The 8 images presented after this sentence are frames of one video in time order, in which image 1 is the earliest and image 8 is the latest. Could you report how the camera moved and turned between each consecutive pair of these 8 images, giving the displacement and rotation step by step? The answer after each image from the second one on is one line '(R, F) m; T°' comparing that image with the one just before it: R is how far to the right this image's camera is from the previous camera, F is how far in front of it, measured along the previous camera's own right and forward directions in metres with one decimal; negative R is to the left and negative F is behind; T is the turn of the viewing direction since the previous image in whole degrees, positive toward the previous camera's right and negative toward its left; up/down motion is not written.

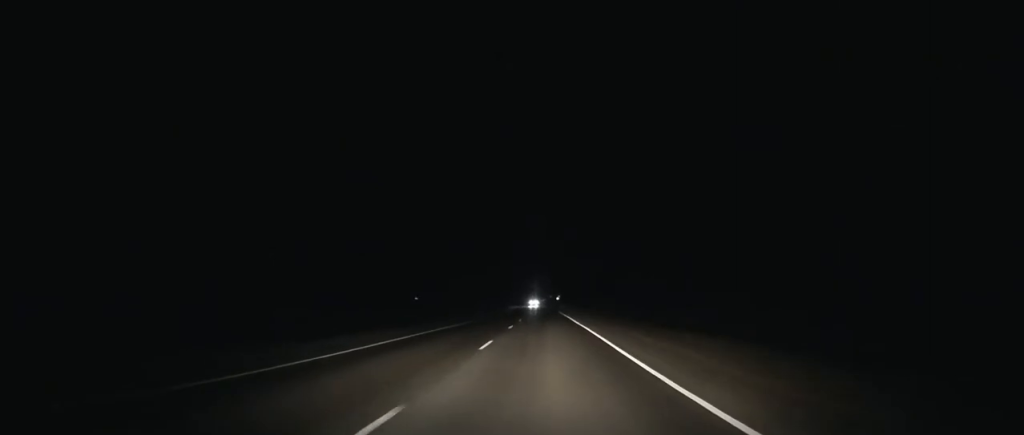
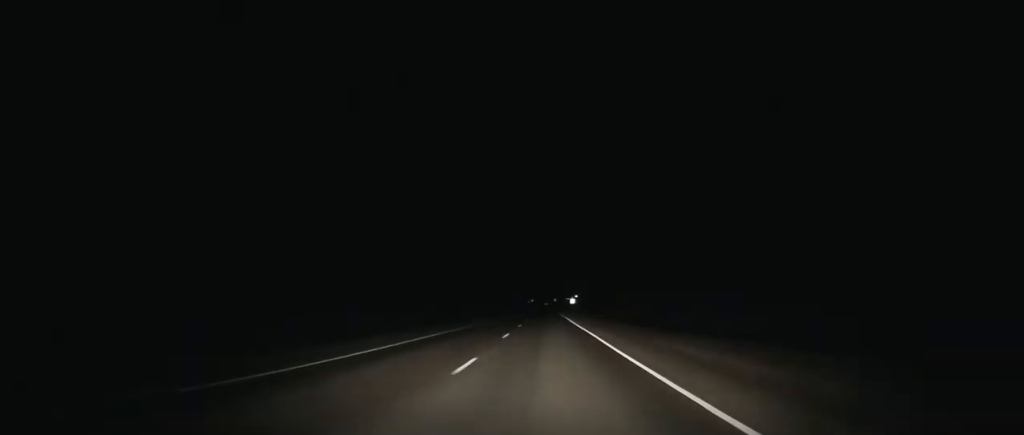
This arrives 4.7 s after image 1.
(+0.2, +143.1) m; 0°
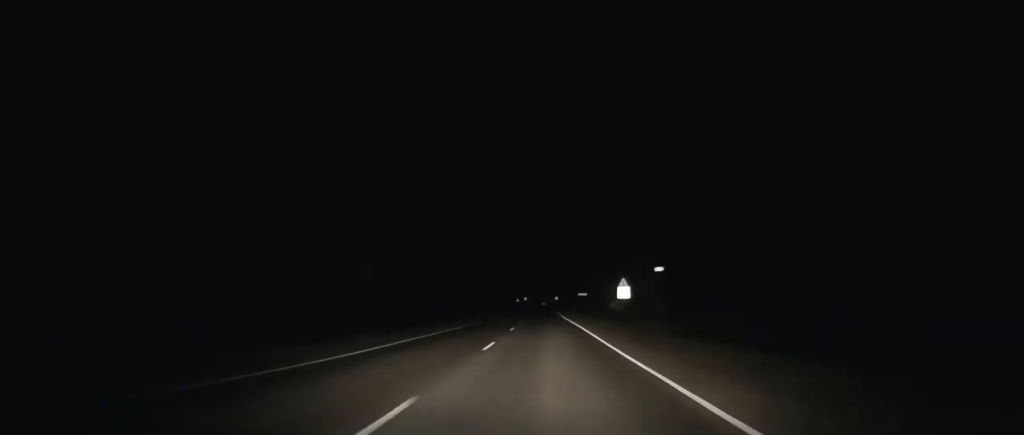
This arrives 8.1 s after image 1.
(0.0, +102.3) m; 0°
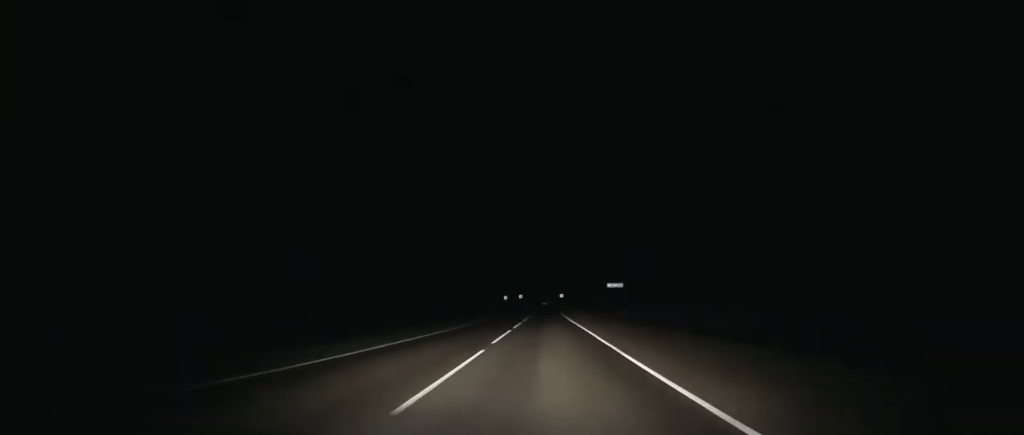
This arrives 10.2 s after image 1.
(-0.2, +61.7) m; 0°
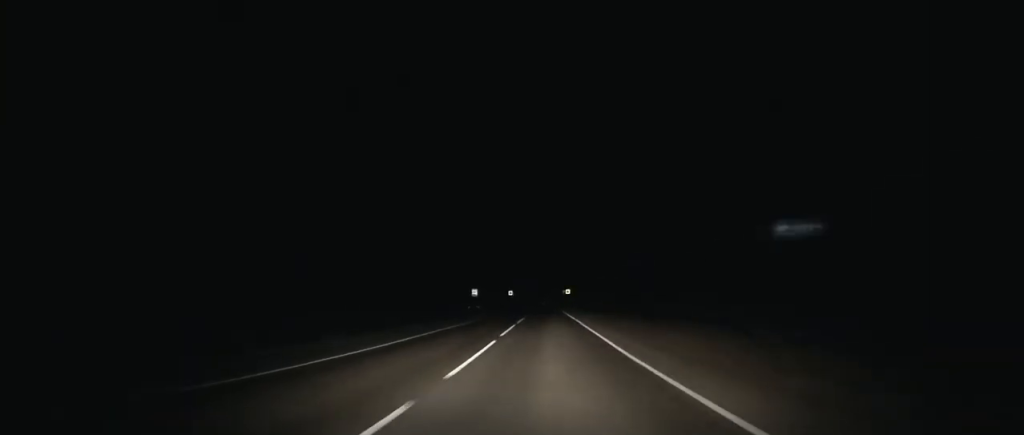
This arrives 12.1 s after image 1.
(-0.1, +55.3) m; 0°
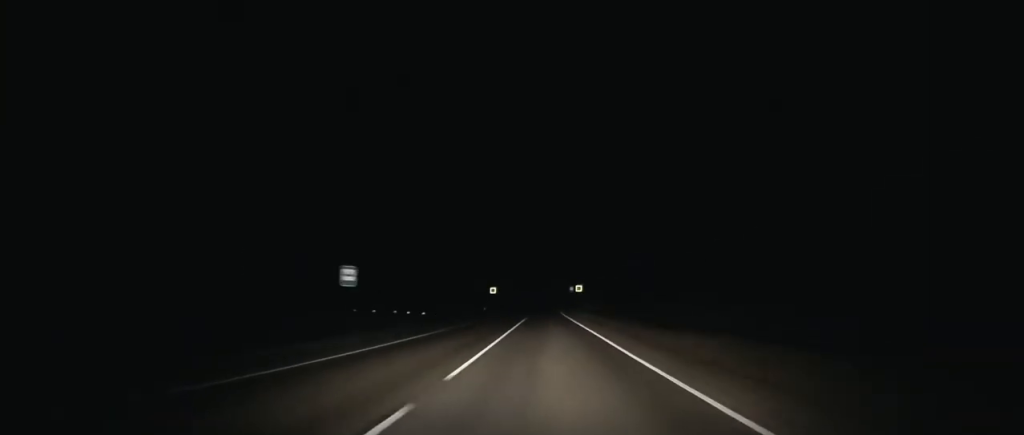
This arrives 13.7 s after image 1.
(+0.4, +46.2) m; 0°
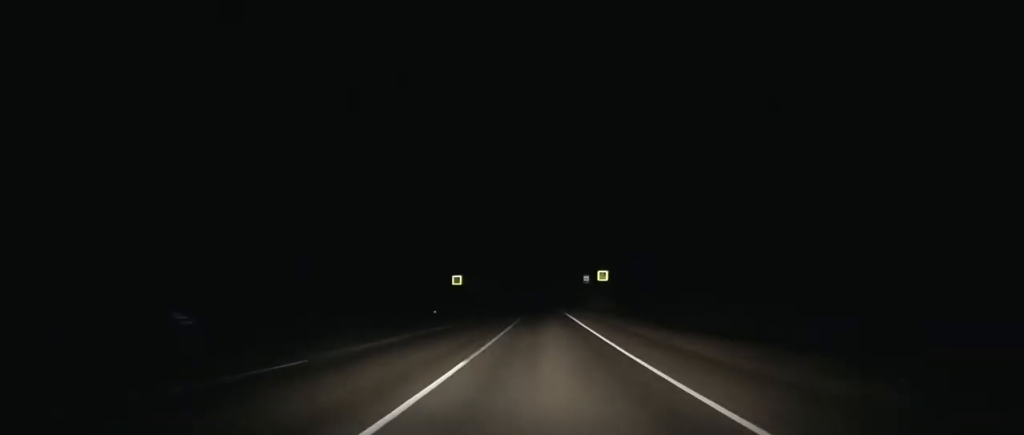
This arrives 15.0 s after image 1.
(+0.1, +38.0) m; 0°
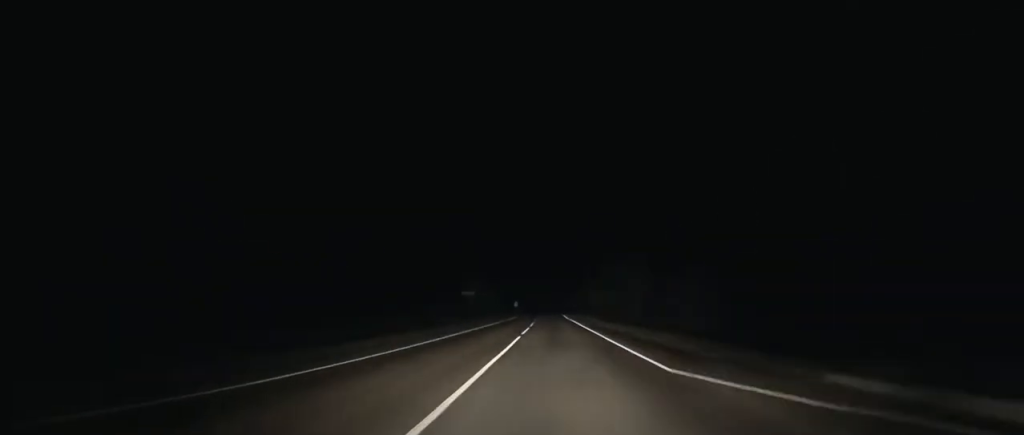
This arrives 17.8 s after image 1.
(-0.2, +84.8) m; 0°
